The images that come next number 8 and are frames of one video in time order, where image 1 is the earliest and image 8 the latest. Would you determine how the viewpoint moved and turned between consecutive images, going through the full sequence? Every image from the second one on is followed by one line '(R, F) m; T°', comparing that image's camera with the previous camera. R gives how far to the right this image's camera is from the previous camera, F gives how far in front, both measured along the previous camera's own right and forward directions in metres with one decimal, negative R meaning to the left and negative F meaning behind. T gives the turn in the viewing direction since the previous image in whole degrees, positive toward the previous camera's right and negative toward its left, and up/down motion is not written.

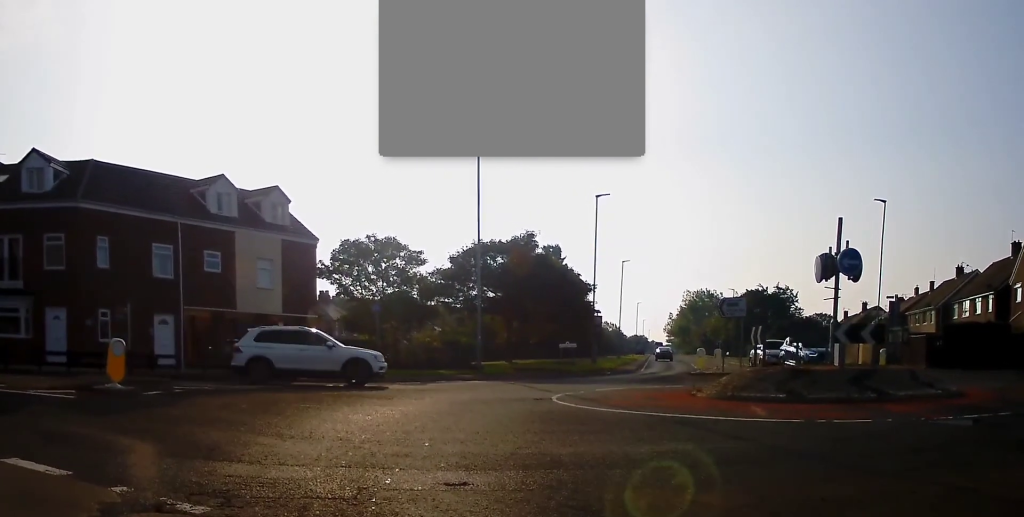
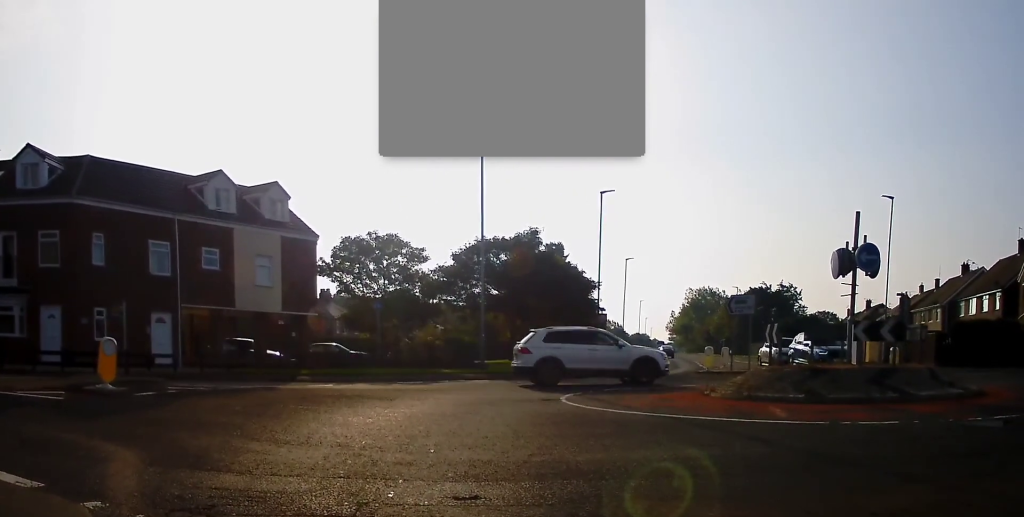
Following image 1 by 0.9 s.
(+0.2, +0.6) m; 0°
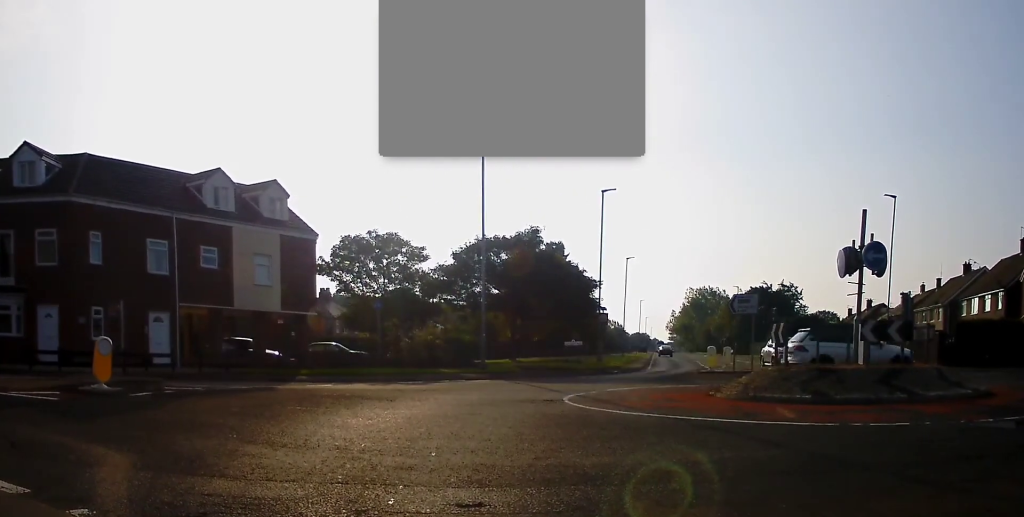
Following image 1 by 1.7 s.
(+0.2, +0.3) m; 0°
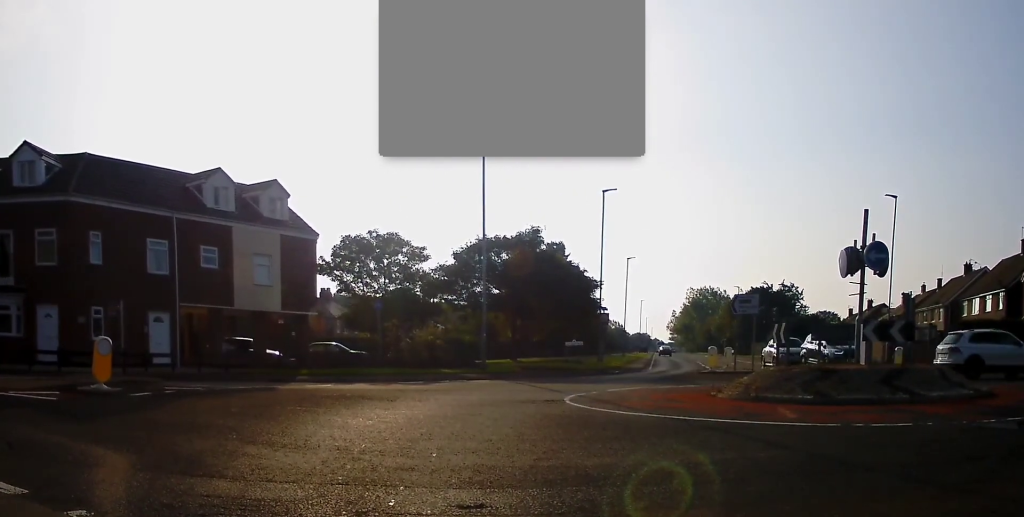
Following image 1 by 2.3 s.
(0.0, 0.0) m; 0°
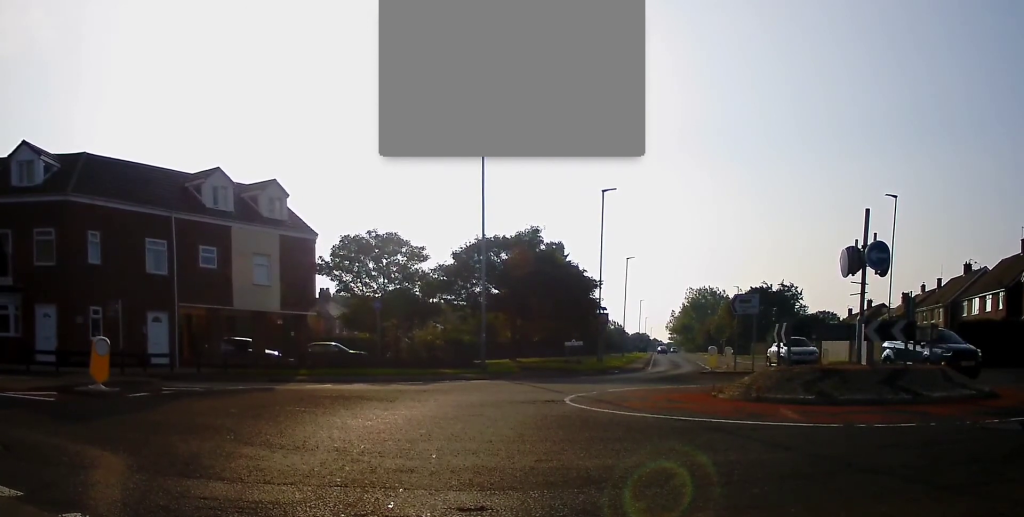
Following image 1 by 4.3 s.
(0.0, 0.0) m; 0°
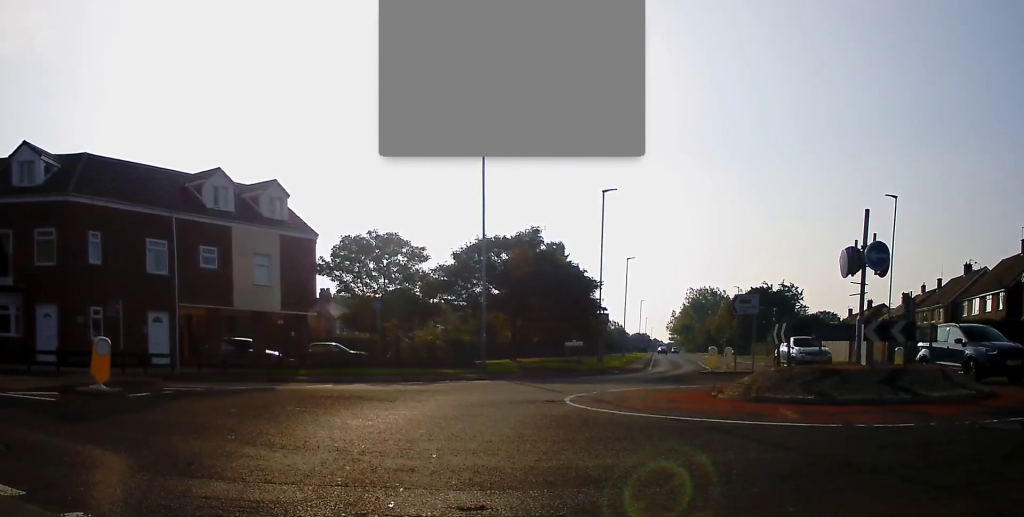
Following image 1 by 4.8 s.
(0.0, 0.0) m; 0°
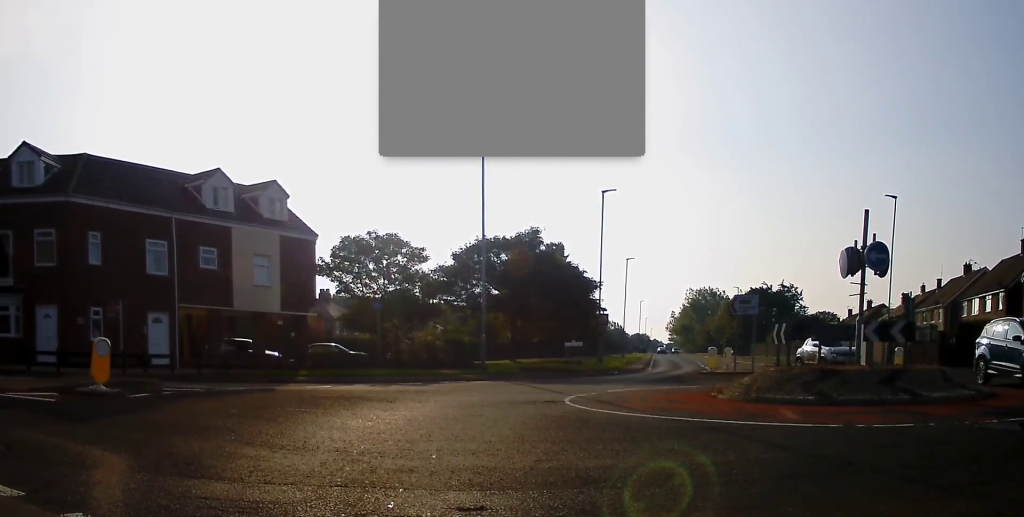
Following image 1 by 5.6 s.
(0.0, 0.0) m; 0°
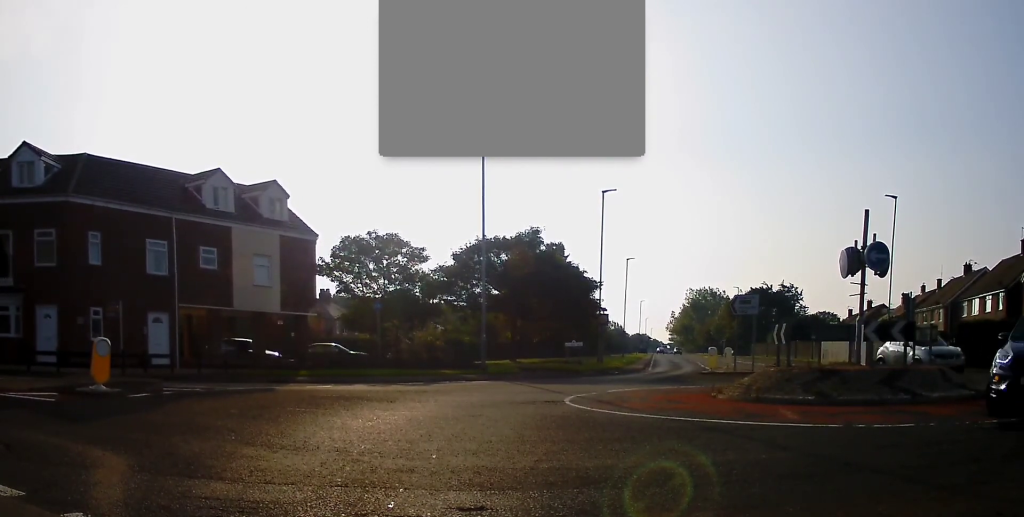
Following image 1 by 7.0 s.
(0.0, 0.0) m; 0°
